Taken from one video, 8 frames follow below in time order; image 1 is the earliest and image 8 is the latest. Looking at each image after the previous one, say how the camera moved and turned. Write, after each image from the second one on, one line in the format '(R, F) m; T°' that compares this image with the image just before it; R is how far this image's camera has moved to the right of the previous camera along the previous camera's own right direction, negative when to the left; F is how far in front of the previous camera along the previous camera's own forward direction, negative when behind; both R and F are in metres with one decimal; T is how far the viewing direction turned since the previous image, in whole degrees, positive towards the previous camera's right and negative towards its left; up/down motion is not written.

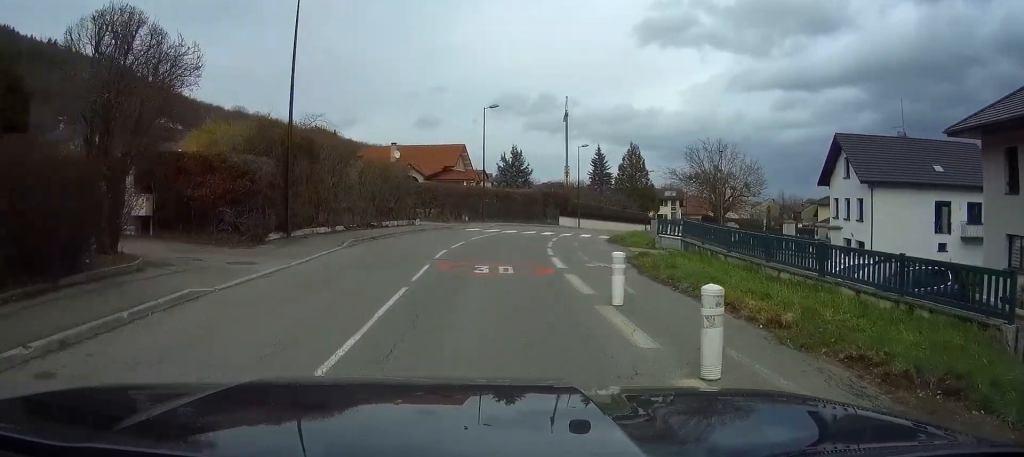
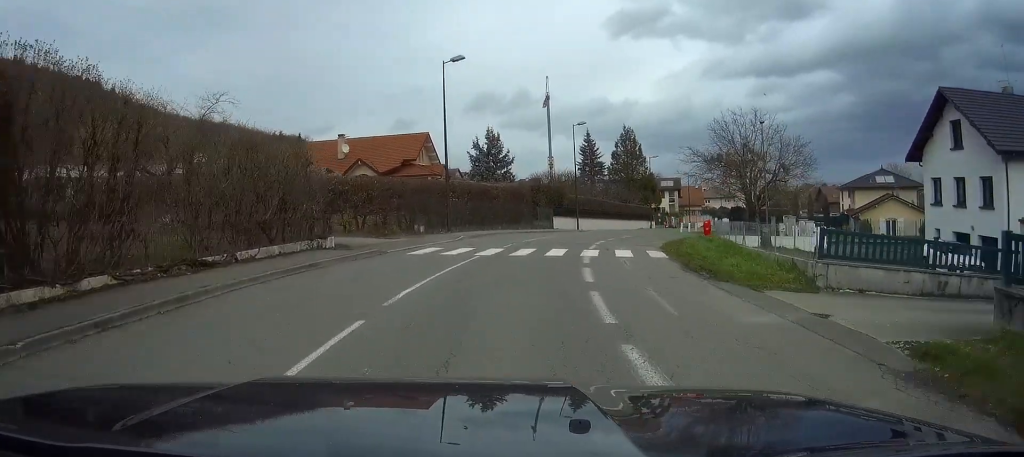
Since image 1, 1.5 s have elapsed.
(+0.4, +15.5) m; +4°
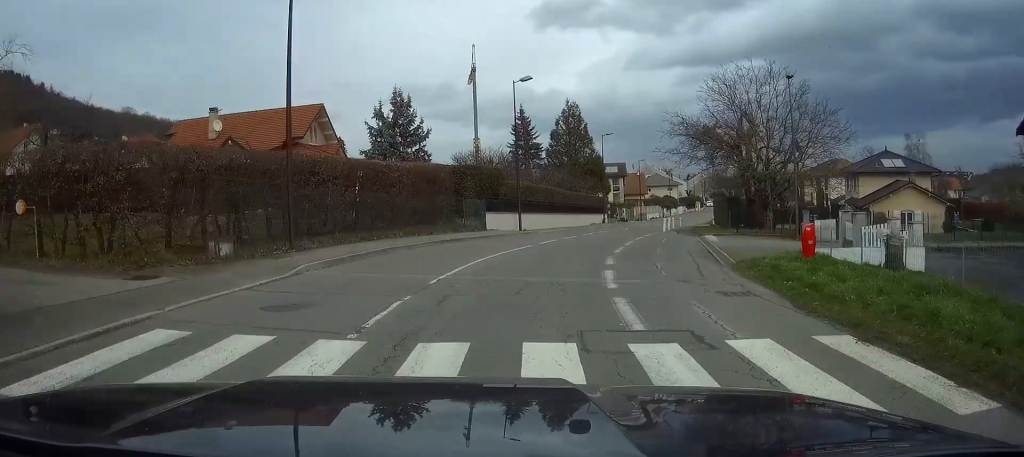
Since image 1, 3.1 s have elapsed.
(+1.0, +16.0) m; +8°
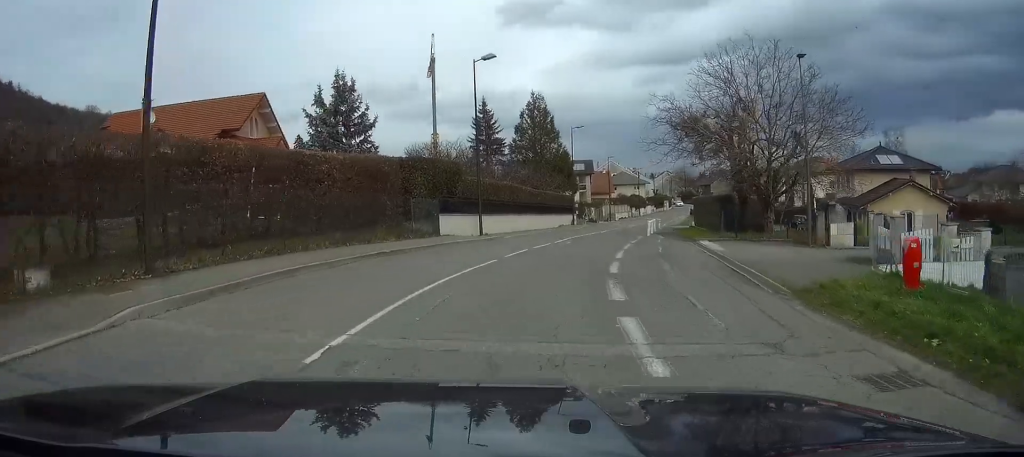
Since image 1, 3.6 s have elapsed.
(+0.2, +5.7) m; +3°
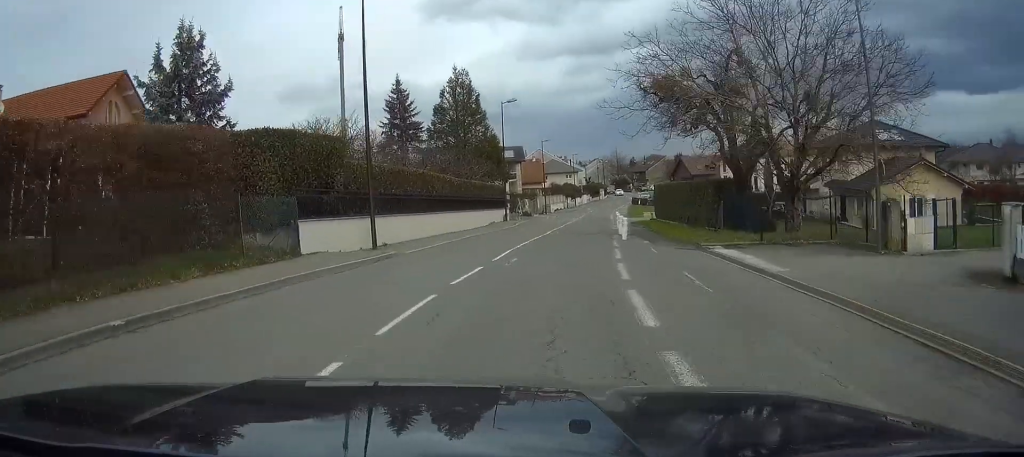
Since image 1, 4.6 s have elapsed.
(+0.6, +10.5) m; +6°
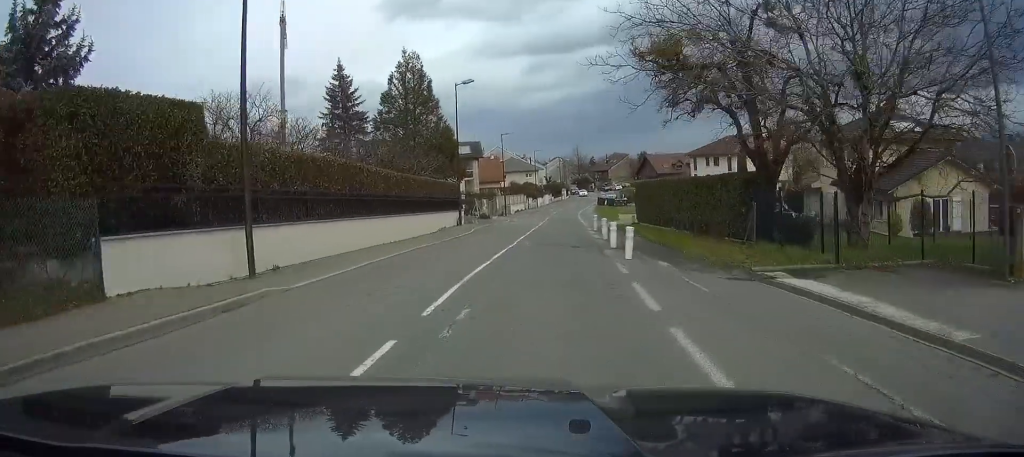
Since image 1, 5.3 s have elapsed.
(+0.2, +6.5) m; +3°
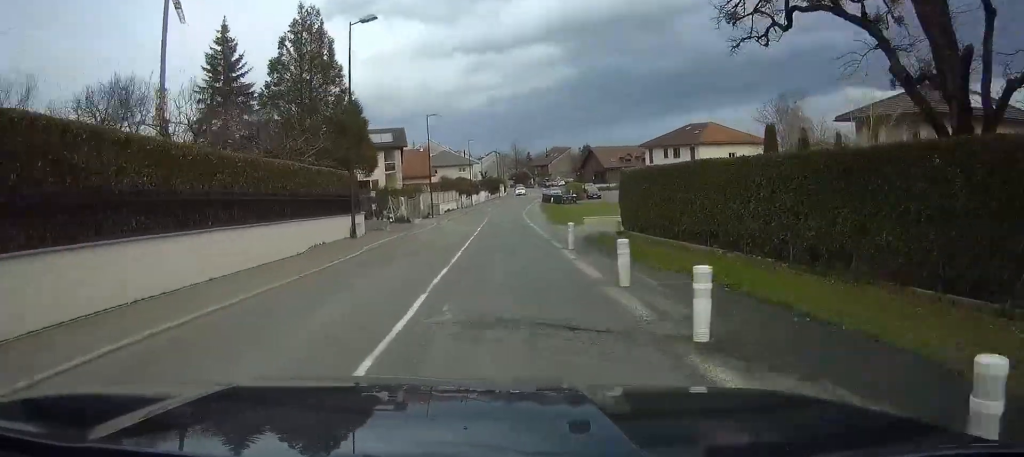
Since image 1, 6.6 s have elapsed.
(+0.2, +10.4) m; +3°
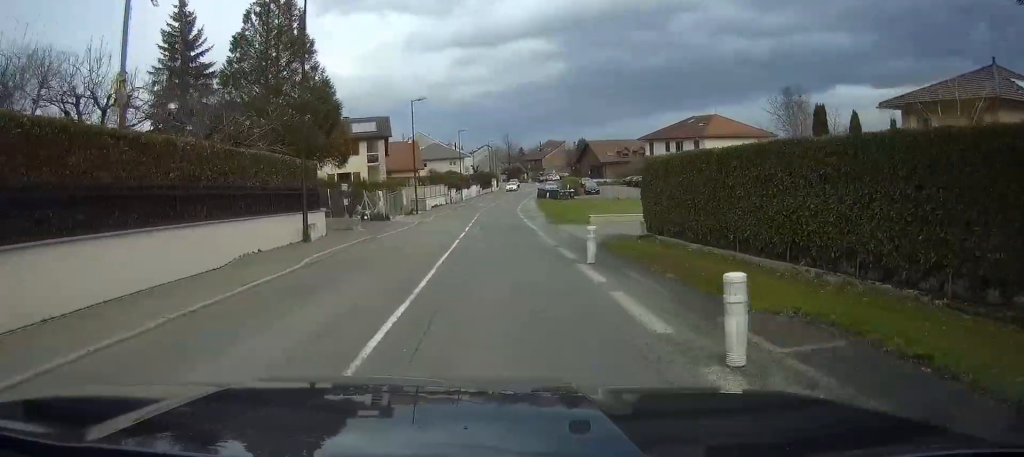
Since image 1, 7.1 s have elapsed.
(0.0, +3.9) m; +2°
